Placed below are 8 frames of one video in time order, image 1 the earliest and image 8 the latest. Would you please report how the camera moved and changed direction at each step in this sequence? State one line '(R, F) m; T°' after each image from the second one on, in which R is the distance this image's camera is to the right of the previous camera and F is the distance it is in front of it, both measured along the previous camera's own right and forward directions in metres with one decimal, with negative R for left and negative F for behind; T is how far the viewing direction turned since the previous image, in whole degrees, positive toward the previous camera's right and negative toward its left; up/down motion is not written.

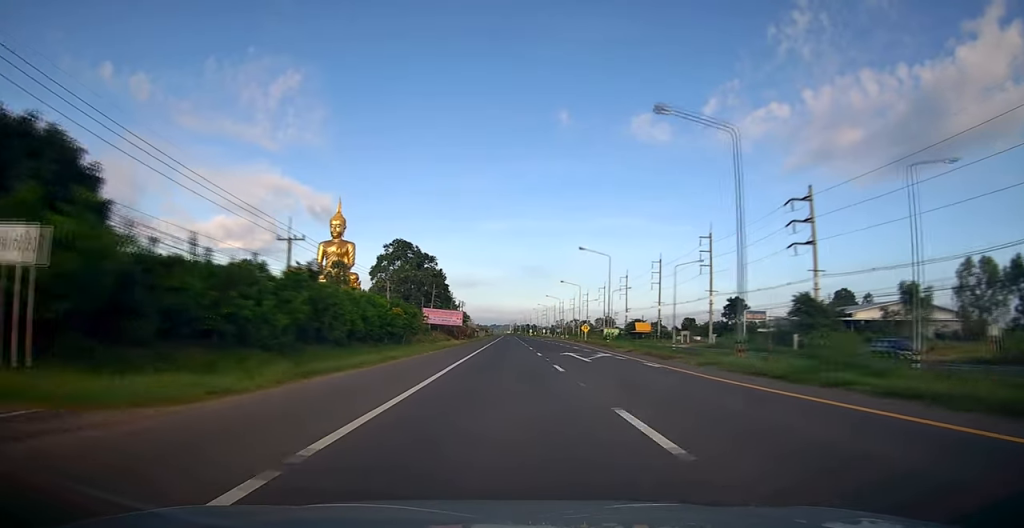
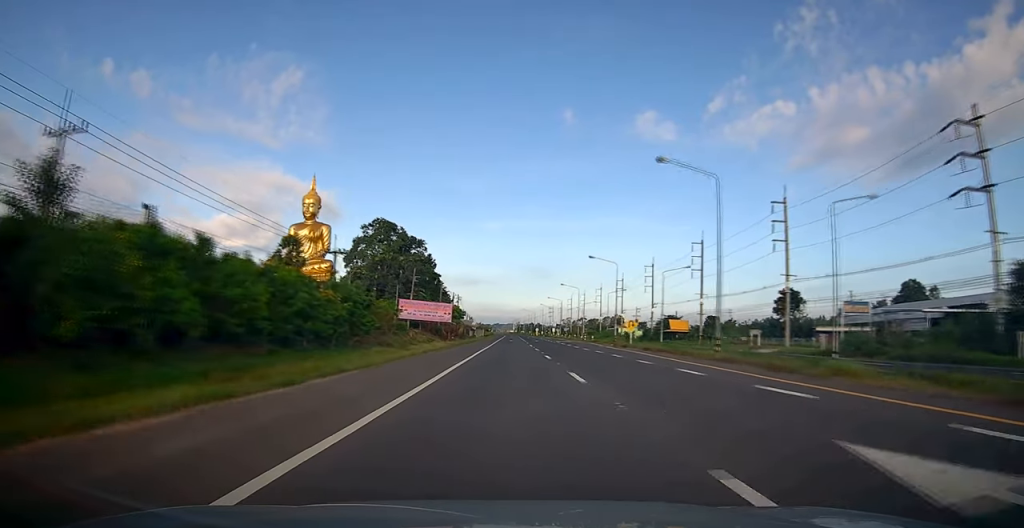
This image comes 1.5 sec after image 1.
(+0.3, +28.1) m; 0°
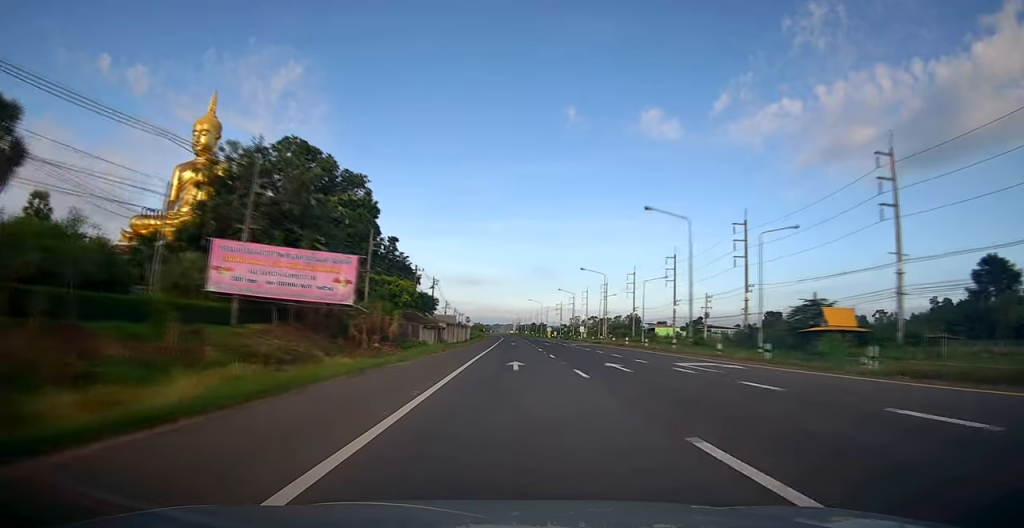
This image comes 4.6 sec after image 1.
(-0.5, +58.5) m; -1°
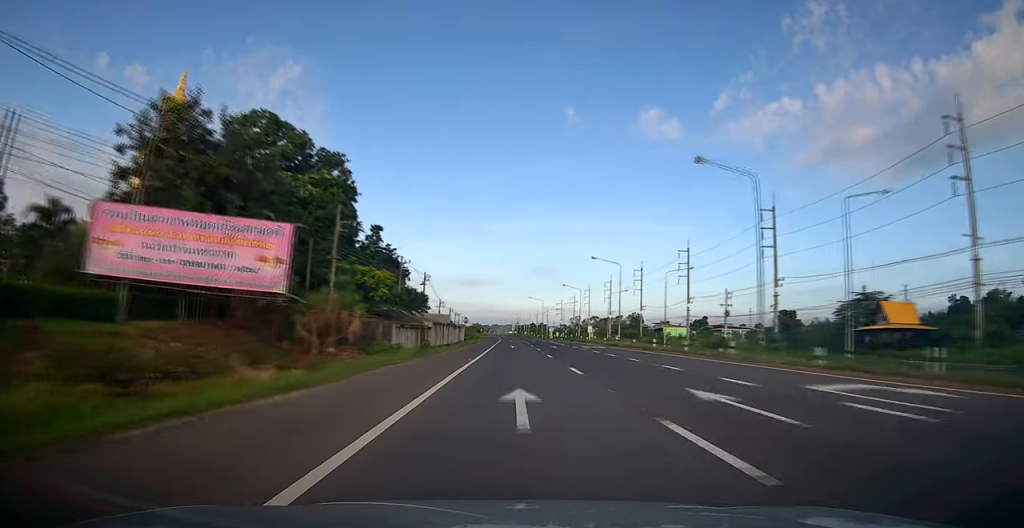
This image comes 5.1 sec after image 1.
(0.0, +10.6) m; 0°
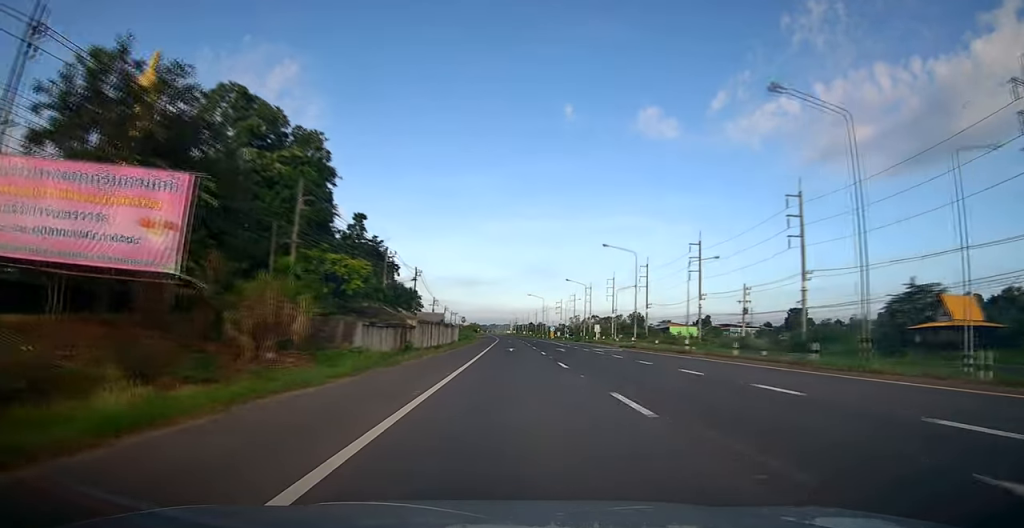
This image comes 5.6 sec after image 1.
(0.0, +8.3) m; 0°
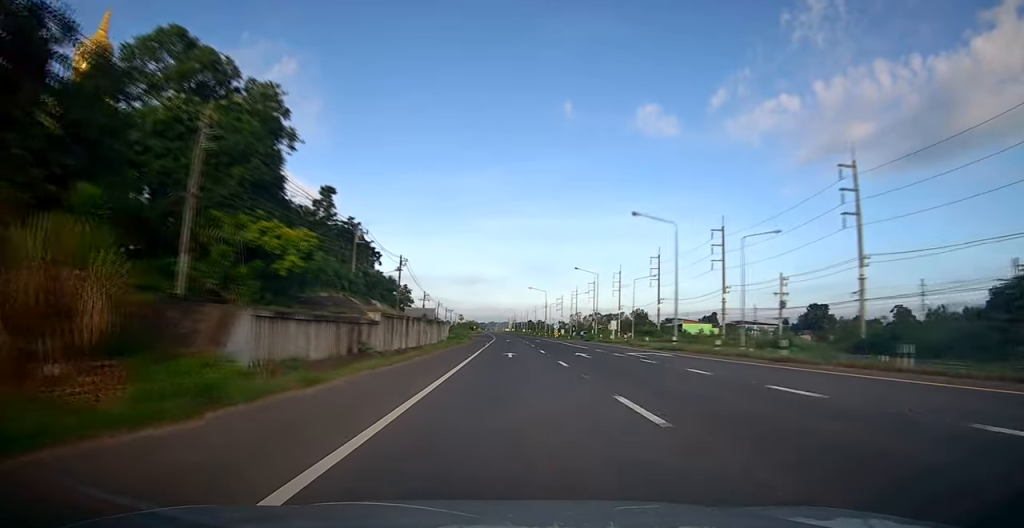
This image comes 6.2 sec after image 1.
(+0.1, +12.8) m; 0°
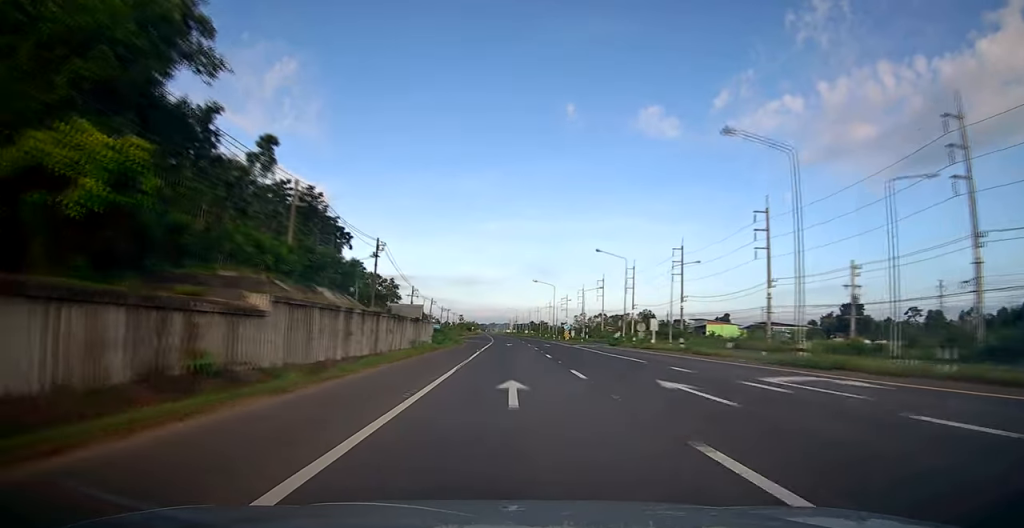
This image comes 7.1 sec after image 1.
(+0.1, +16.6) m; 0°
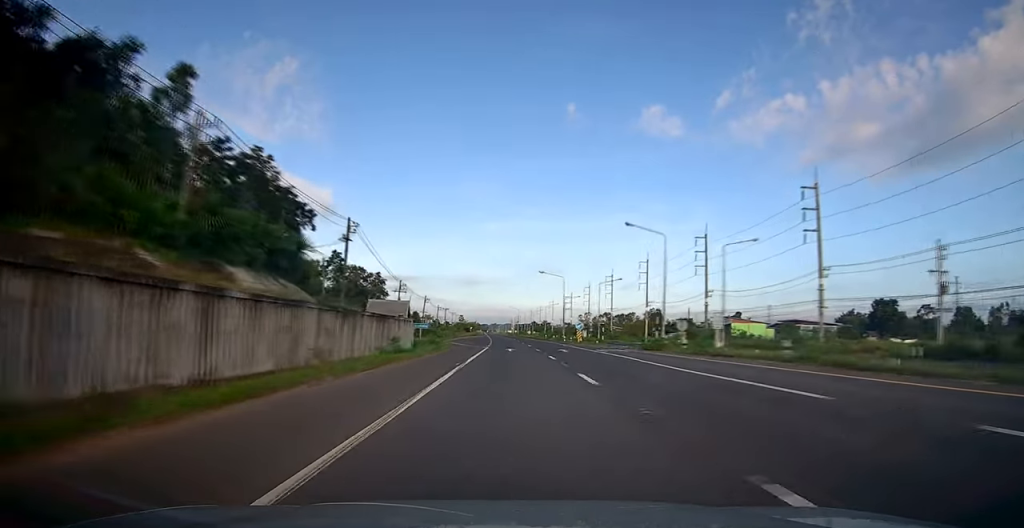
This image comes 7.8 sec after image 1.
(0.0, +13.5) m; 0°
